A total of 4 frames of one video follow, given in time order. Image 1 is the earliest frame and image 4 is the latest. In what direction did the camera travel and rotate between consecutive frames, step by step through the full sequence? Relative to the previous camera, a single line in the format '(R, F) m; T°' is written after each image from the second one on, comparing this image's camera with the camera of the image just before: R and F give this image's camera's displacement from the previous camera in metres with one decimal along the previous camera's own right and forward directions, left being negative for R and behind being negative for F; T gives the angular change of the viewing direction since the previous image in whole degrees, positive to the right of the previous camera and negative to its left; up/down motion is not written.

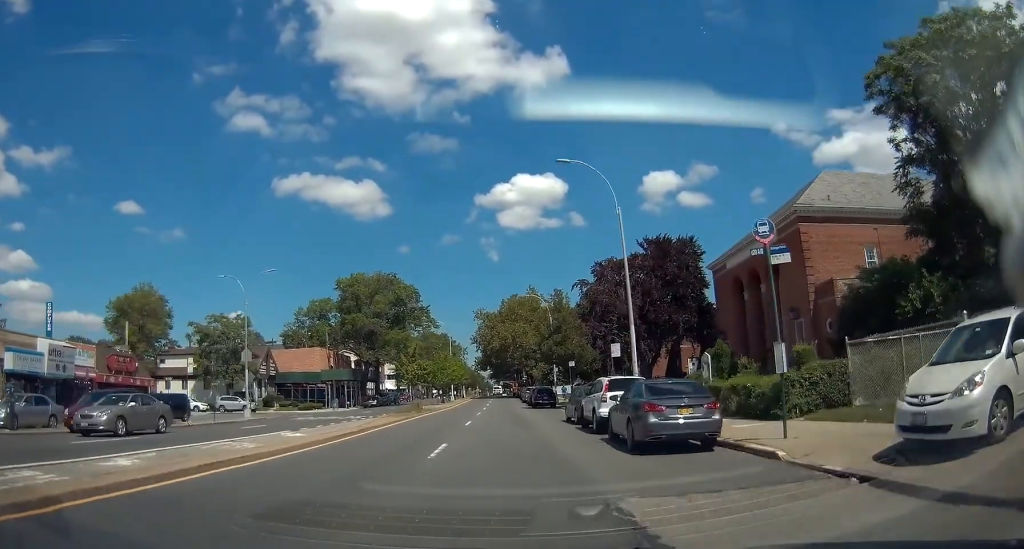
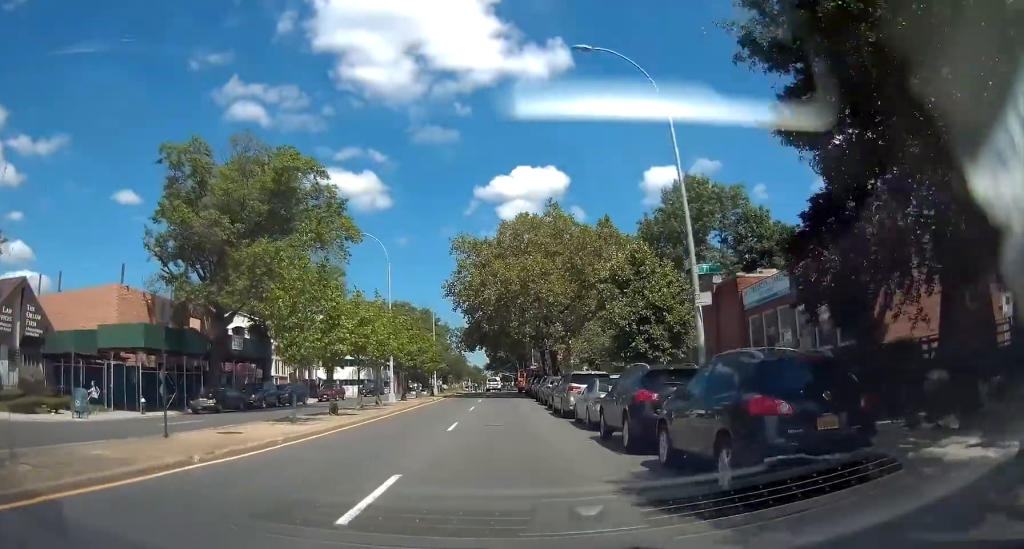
(-0.2, +42.4) m; 0°
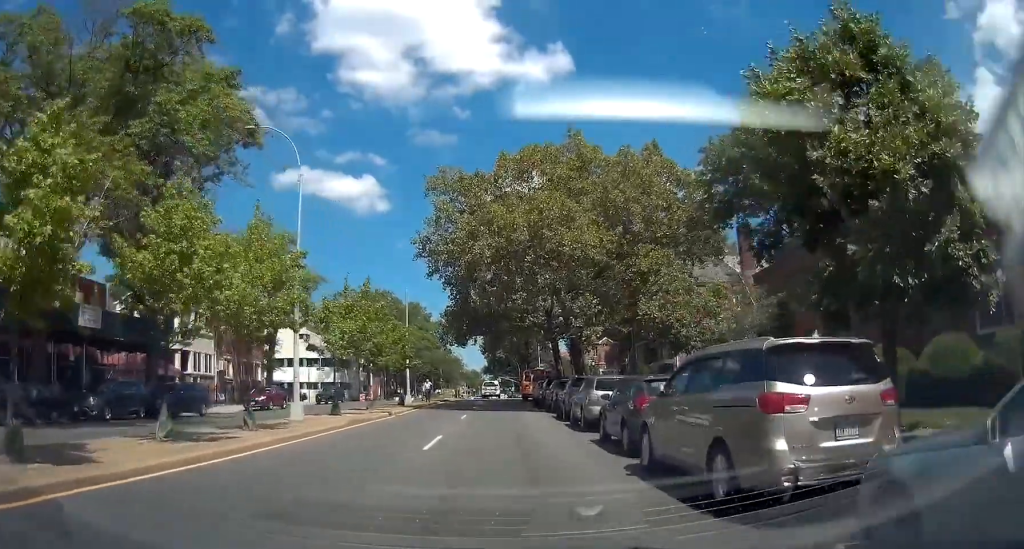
(-0.2, +17.9) m; -1°
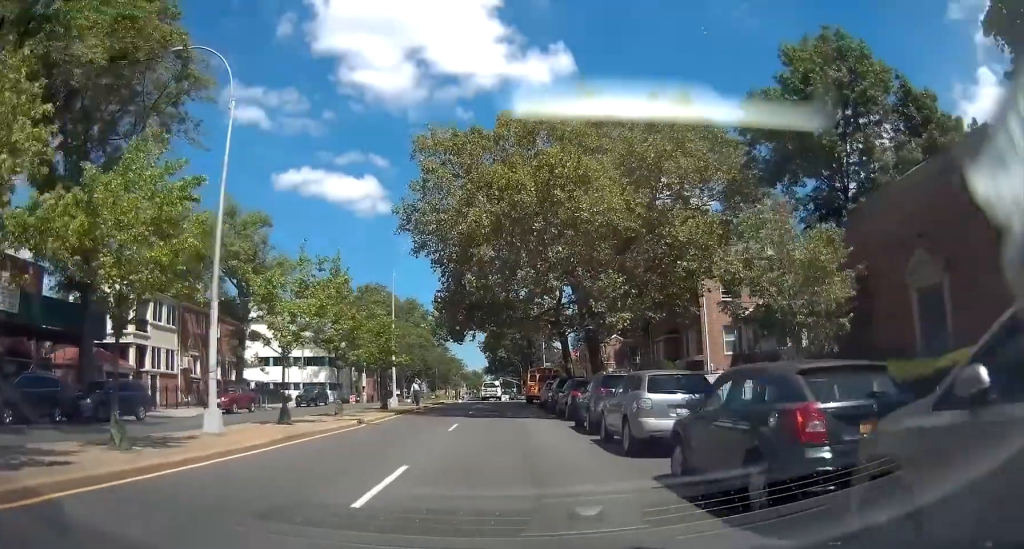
(+0.2, +6.4) m; 0°
